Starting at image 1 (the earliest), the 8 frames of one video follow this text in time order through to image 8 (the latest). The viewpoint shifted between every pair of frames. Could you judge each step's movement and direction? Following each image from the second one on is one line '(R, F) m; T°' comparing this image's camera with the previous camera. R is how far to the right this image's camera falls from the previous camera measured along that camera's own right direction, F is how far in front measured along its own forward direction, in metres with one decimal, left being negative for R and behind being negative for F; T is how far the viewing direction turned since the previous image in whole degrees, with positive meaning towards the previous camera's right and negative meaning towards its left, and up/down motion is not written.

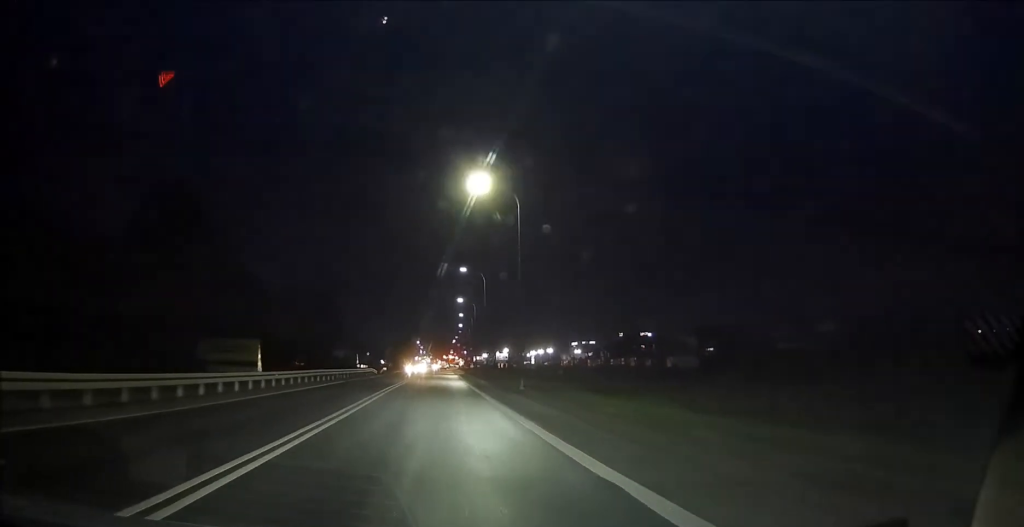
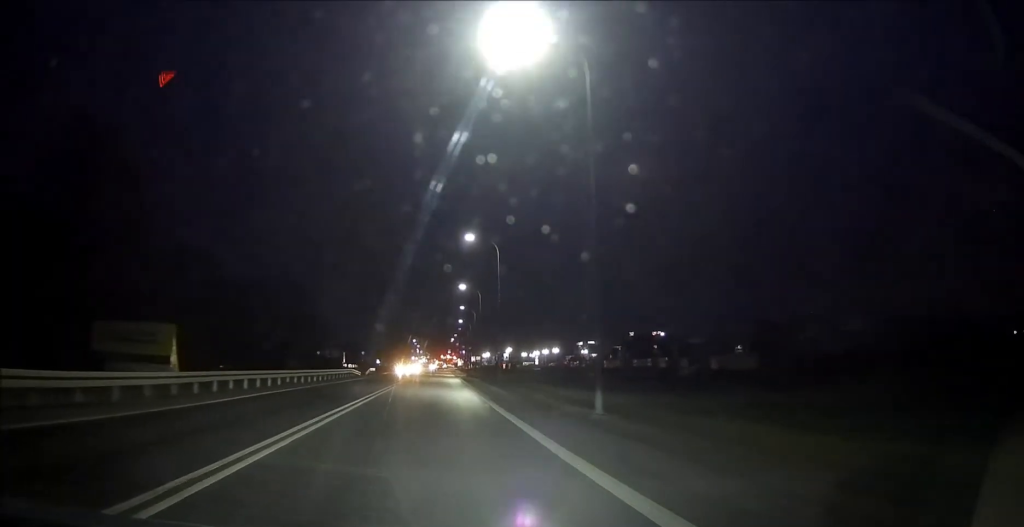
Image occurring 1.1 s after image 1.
(-0.2, +17.2) m; 0°
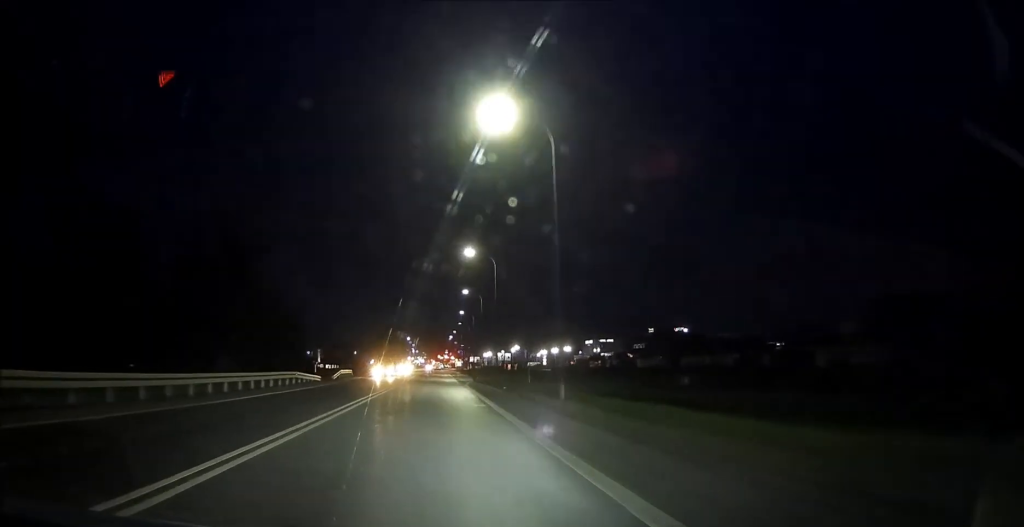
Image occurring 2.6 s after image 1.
(+0.4, +25.2) m; +1°
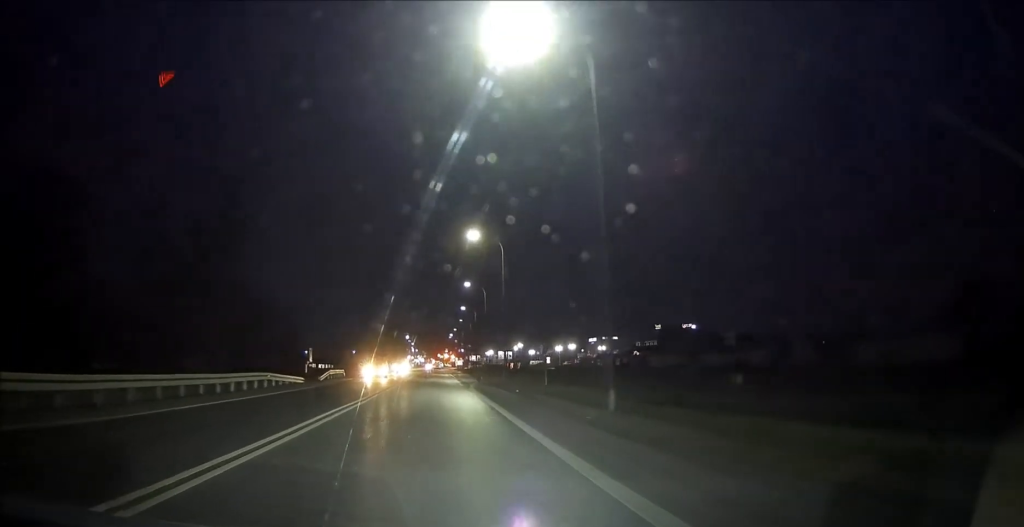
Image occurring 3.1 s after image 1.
(0.0, +6.9) m; 0°
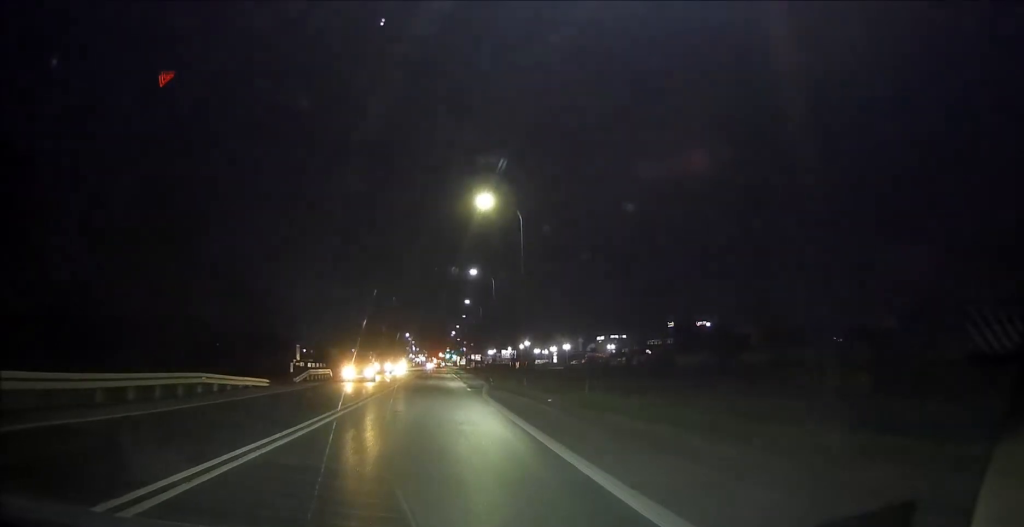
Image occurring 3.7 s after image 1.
(0.0, +9.8) m; 0°
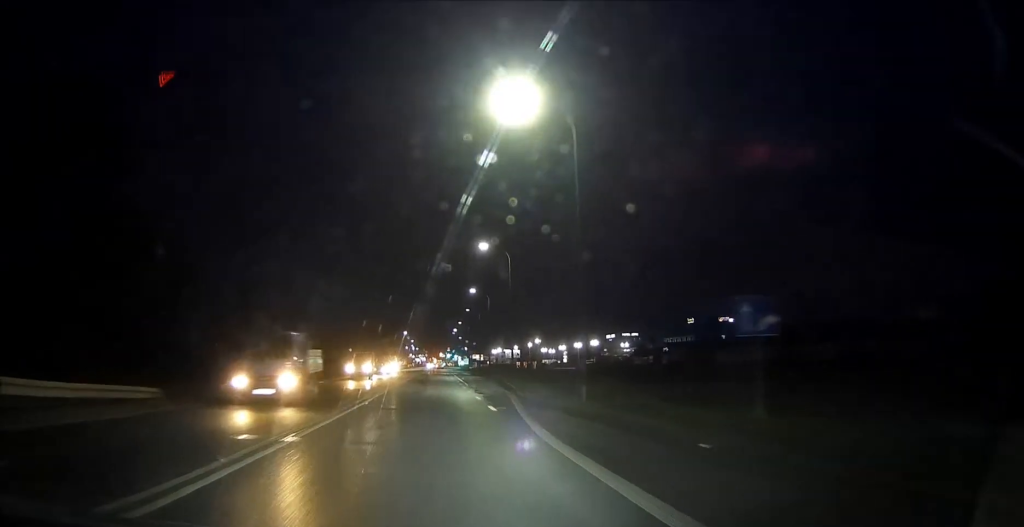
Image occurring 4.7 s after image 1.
(0.0, +15.1) m; 0°
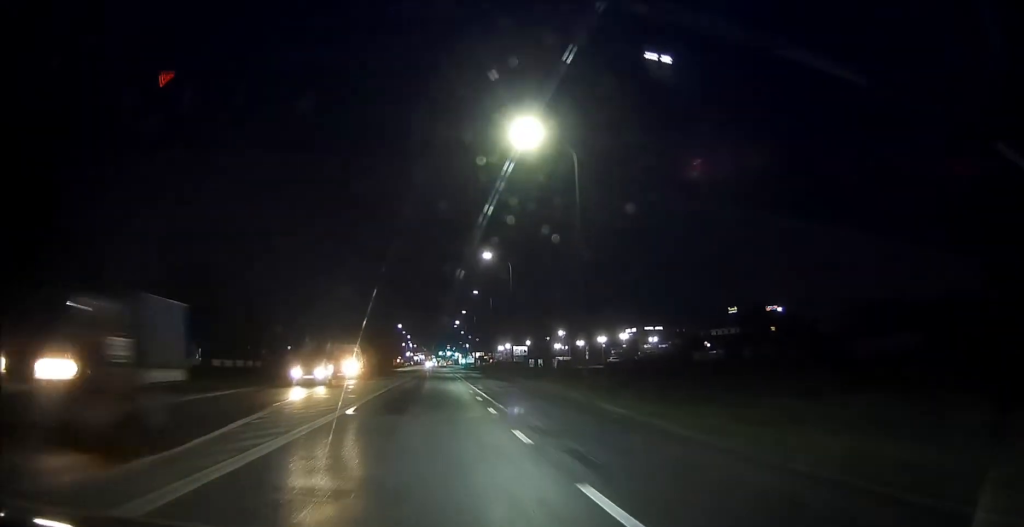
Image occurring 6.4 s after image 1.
(-0.2, +26.2) m; -1°
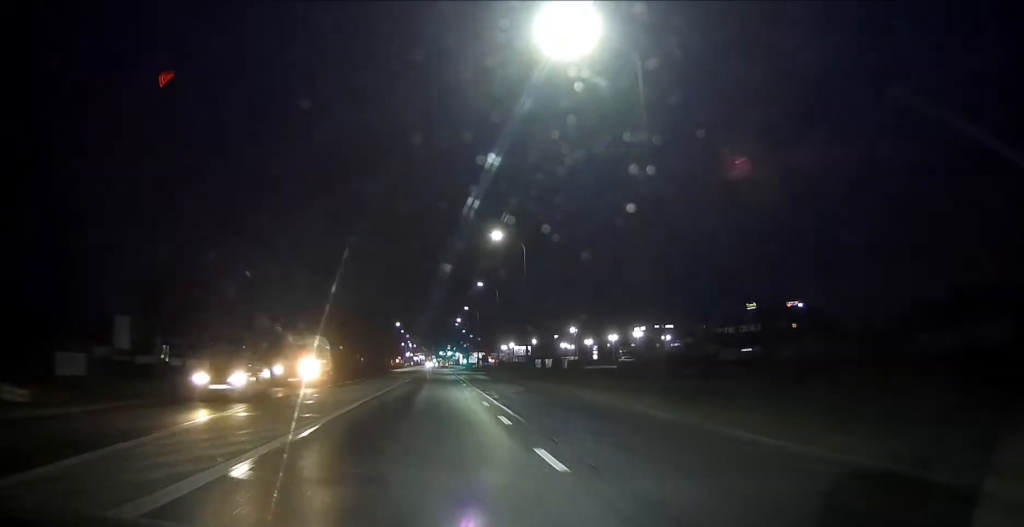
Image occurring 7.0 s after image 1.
(0.0, +9.1) m; 0°
